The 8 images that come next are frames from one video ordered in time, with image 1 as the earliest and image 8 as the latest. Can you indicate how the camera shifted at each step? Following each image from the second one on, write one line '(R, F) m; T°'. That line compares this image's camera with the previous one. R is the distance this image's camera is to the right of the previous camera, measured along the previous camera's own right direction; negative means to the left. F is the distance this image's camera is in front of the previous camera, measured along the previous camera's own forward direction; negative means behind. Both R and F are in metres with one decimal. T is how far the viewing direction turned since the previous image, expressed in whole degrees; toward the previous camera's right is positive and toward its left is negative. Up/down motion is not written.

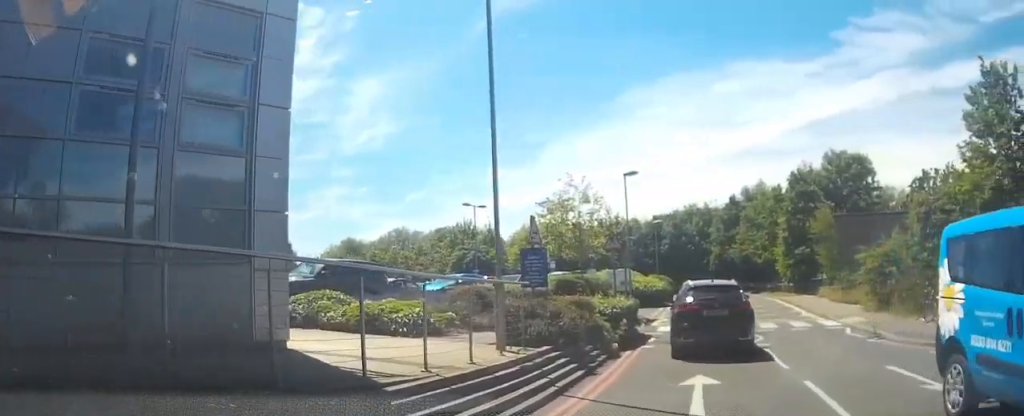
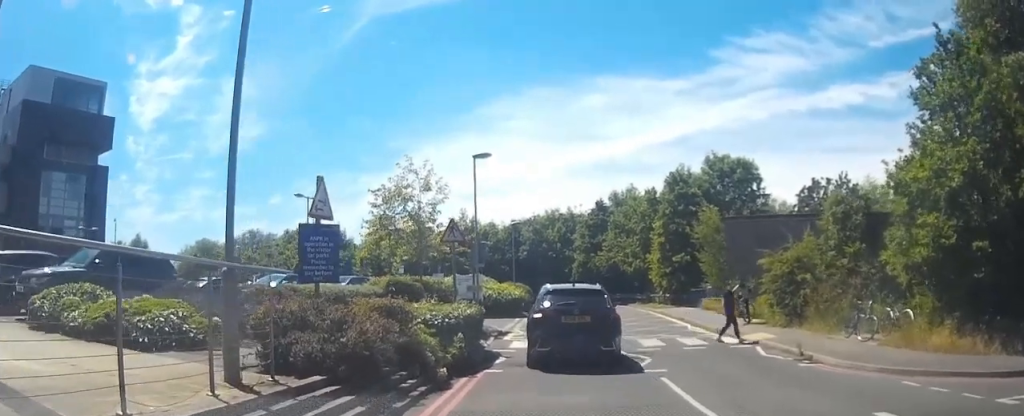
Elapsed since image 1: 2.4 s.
(+2.0, +5.6) m; +32°
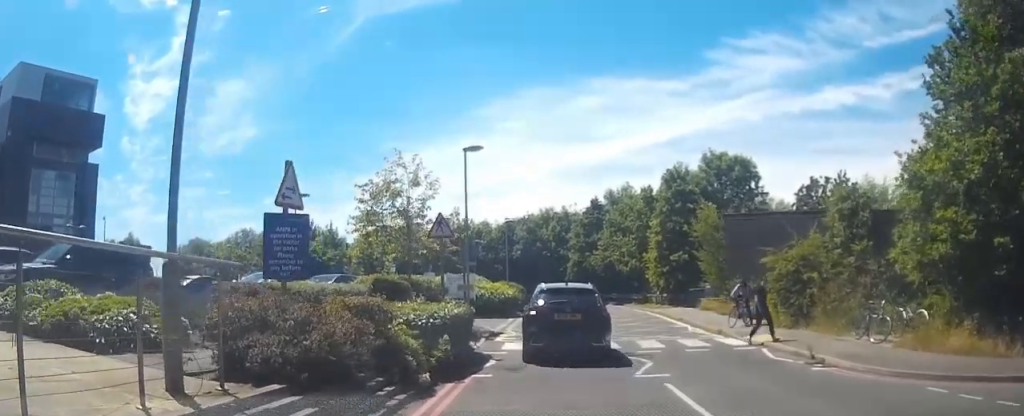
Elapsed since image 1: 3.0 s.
(0.0, +1.3) m; +1°
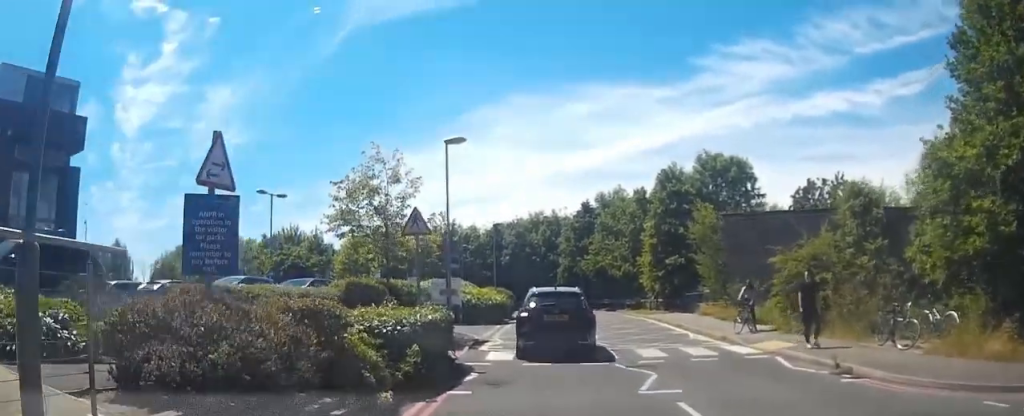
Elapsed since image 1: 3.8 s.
(0.0, +1.9) m; -1°
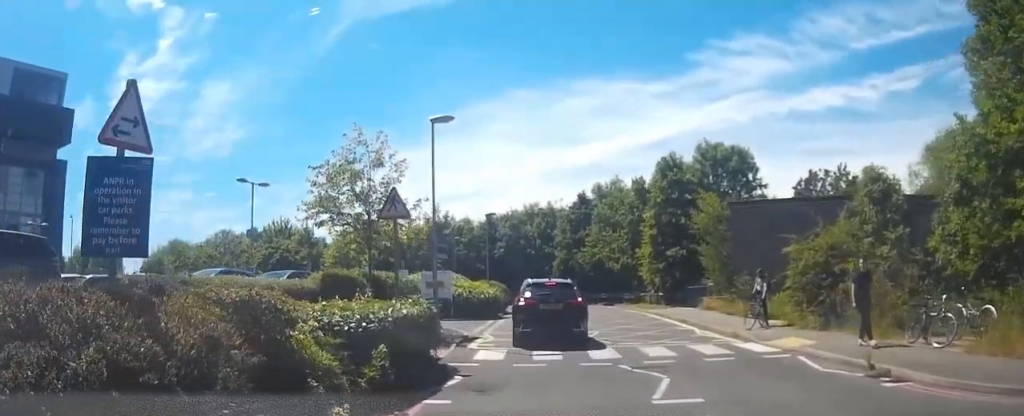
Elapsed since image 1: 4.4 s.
(0.0, +1.6) m; -1°
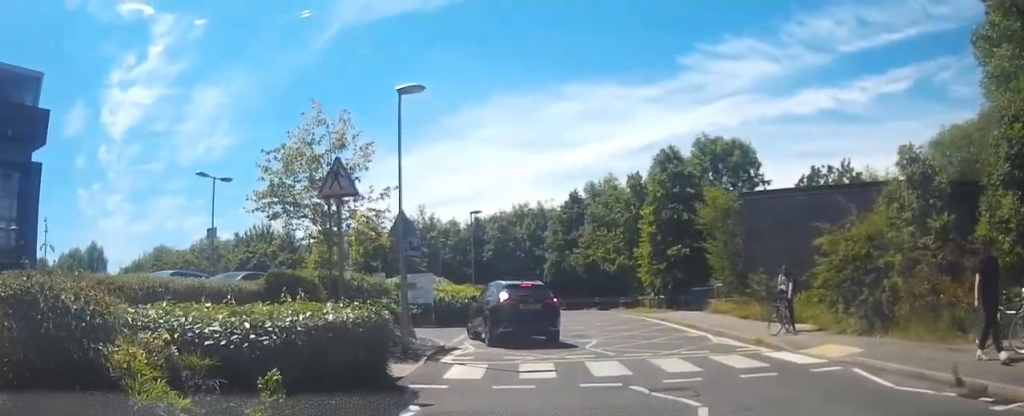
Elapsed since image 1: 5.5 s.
(0.0, +2.9) m; -1°
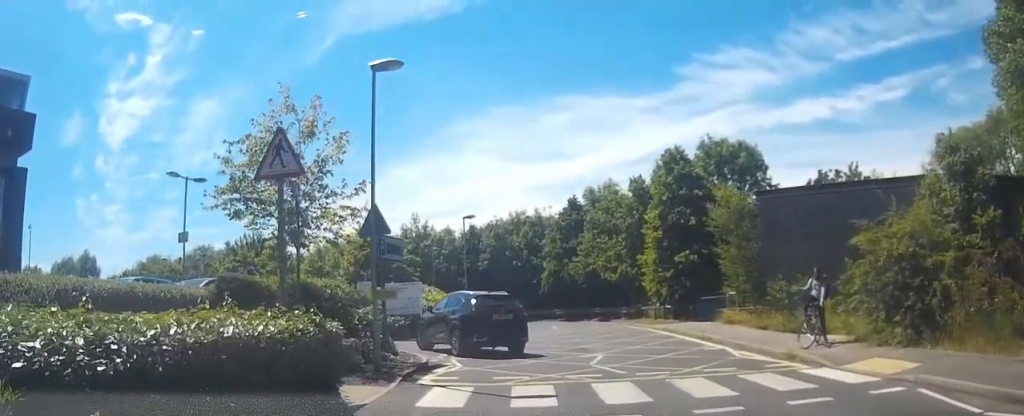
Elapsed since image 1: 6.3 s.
(0.0, +2.4) m; -1°
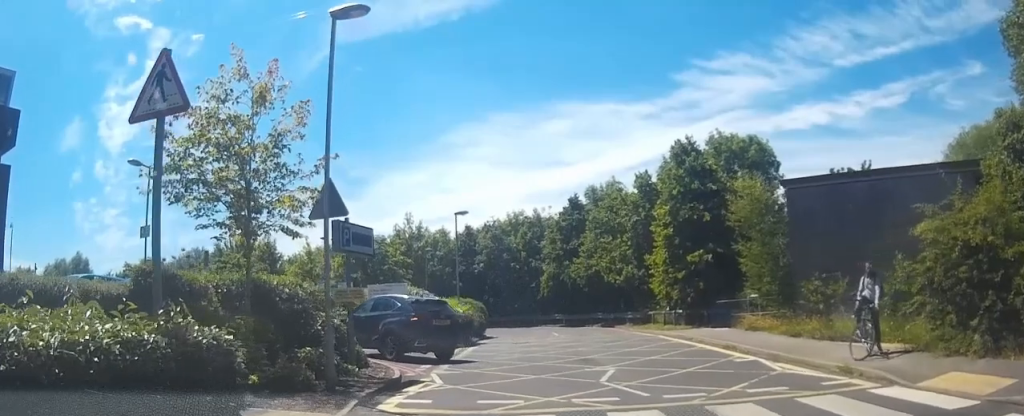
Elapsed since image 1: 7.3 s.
(0.0, +3.2) m; -1°
